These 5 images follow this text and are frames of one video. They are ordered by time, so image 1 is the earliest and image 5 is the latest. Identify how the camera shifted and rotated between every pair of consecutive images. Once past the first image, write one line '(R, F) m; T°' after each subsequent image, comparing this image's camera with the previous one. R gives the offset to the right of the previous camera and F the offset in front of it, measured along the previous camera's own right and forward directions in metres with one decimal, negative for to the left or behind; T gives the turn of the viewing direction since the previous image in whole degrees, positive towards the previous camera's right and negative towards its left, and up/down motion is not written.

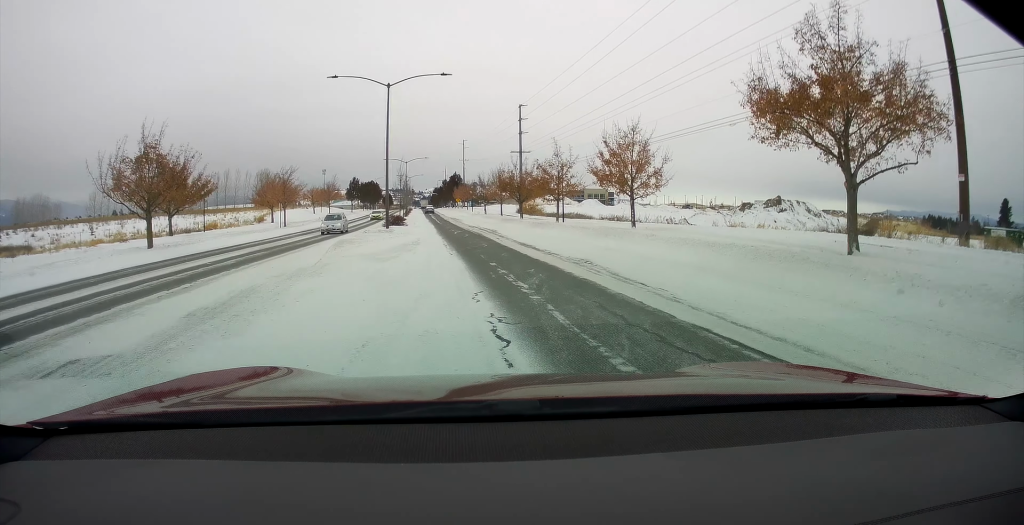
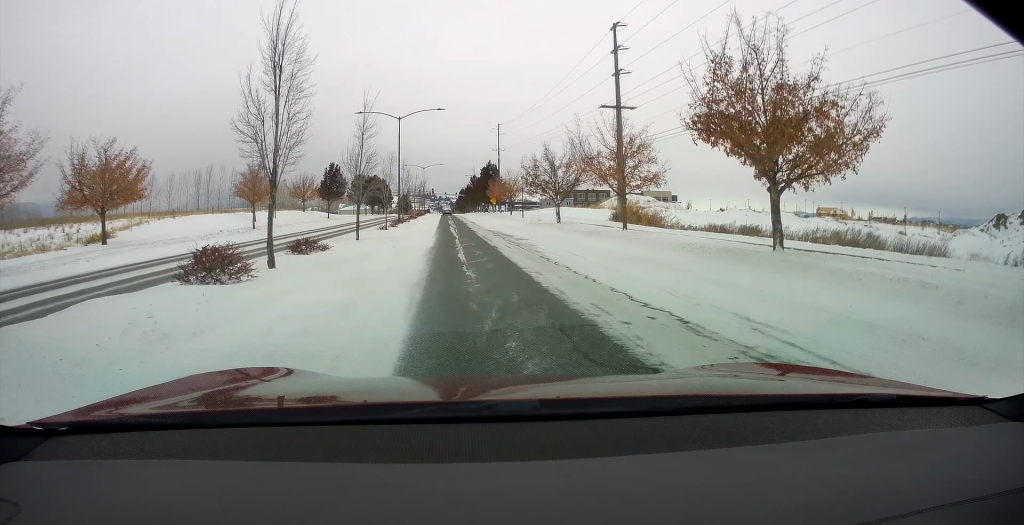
(+2.1, +48.1) m; +2°
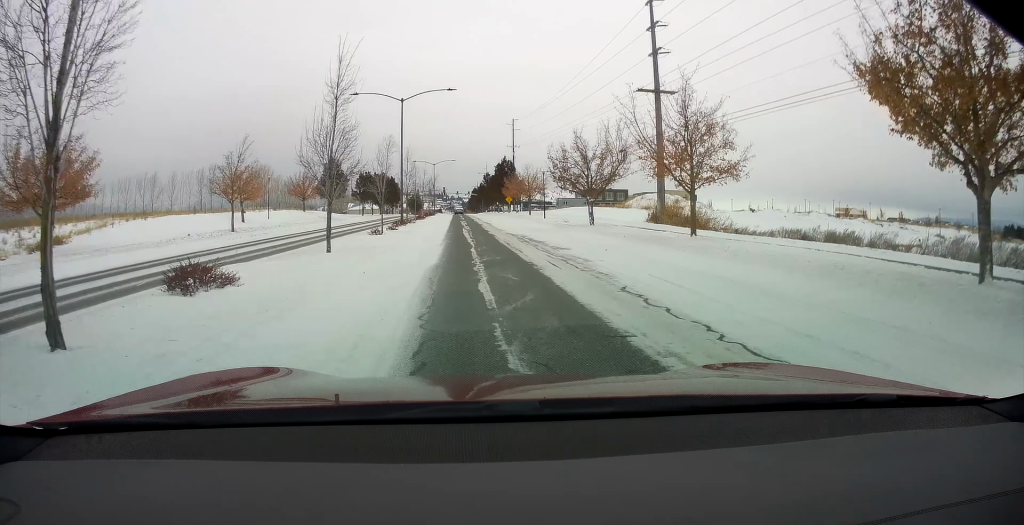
(-0.1, +7.7) m; -1°
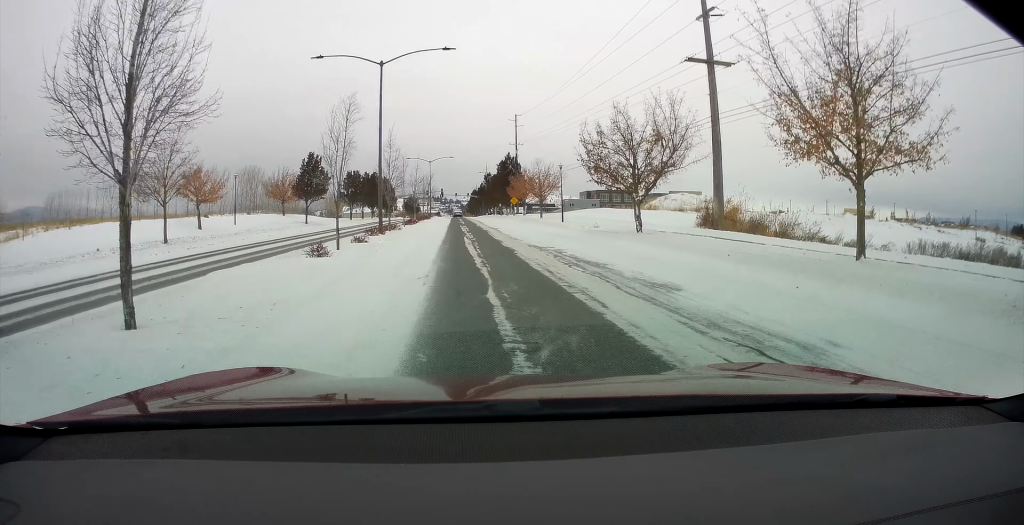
(-0.2, +11.0) m; -1°
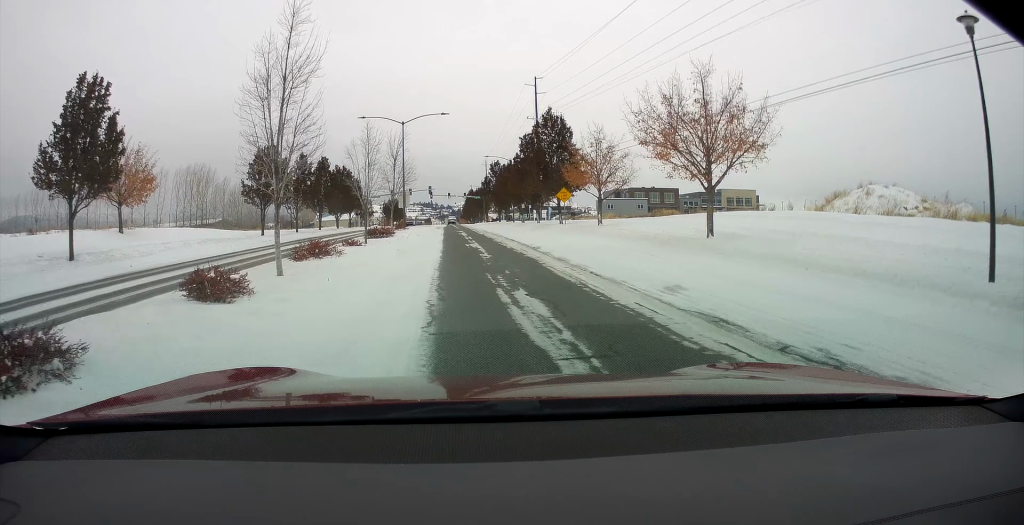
(0.0, +44.4) m; 0°
